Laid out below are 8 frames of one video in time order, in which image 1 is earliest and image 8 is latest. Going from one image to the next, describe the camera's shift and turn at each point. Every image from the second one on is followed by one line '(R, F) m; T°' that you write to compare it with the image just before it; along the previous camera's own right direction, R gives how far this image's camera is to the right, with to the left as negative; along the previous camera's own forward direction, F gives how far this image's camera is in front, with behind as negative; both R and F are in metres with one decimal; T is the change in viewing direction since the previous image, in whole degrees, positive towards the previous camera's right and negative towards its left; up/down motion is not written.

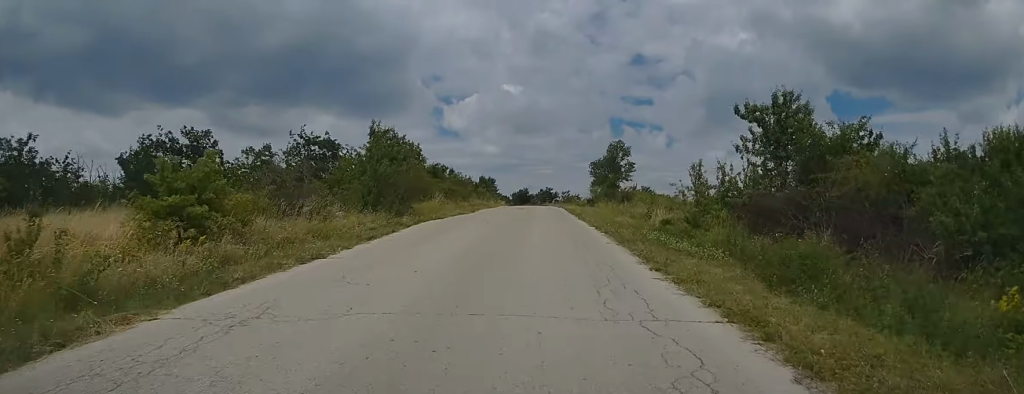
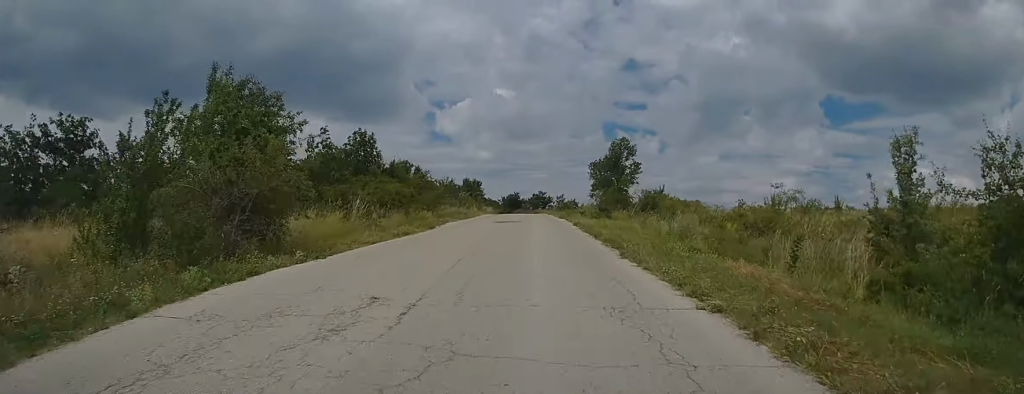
(+0.1, +16.9) m; 0°
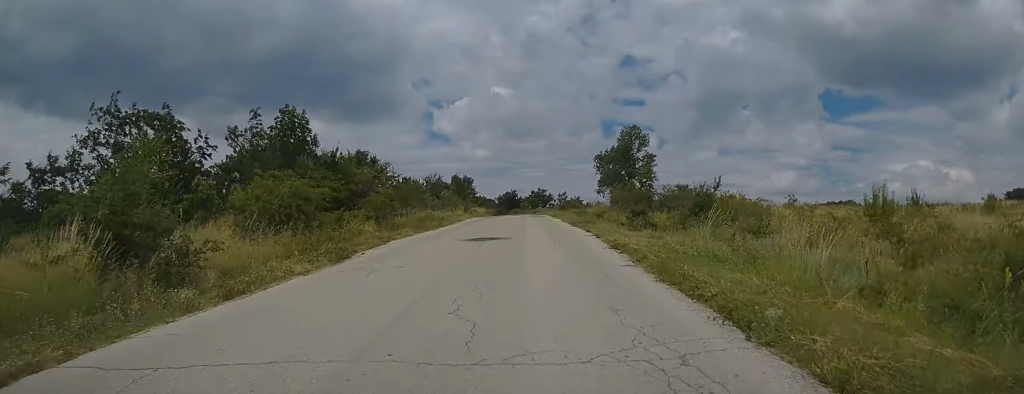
(-0.1, +14.7) m; -1°
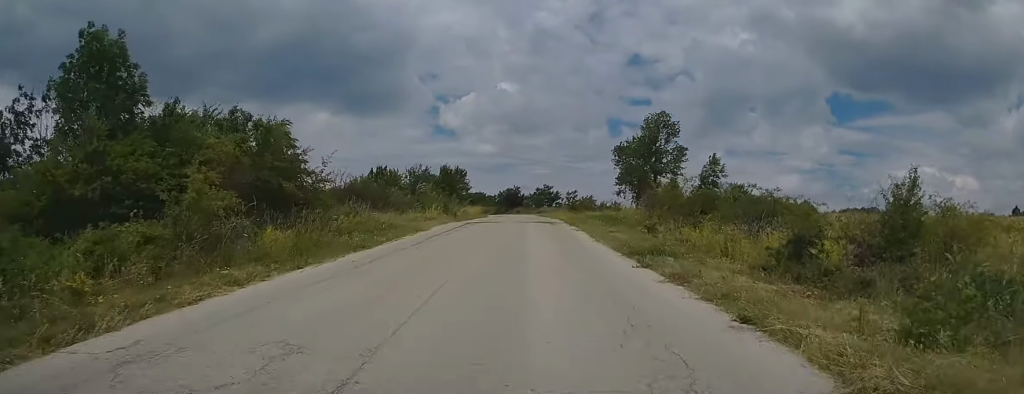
(0.0, +17.7) m; 0°
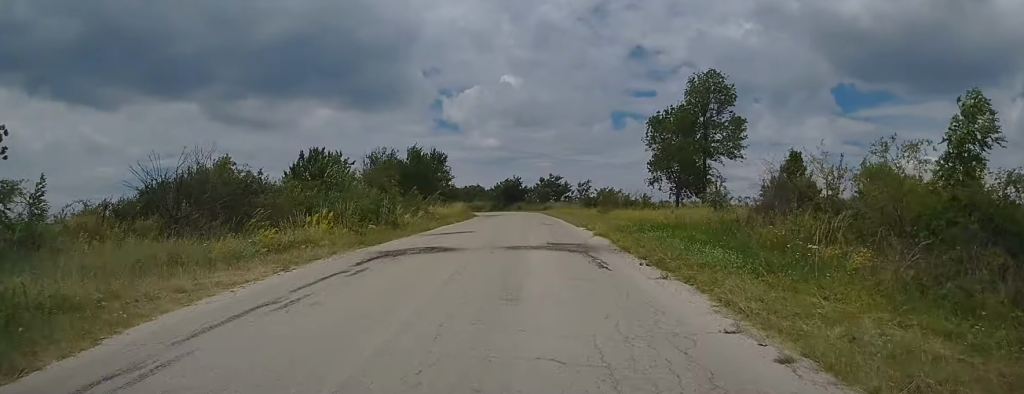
(+0.2, +22.8) m; 0°
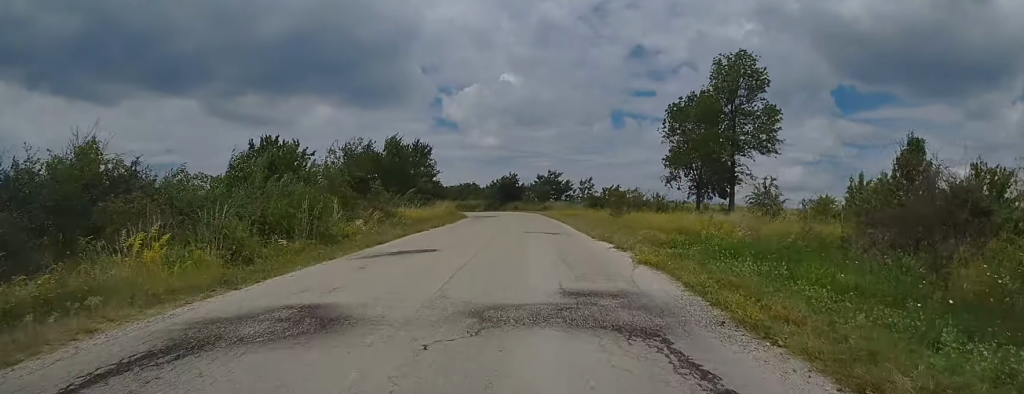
(+0.1, +9.0) m; 0°
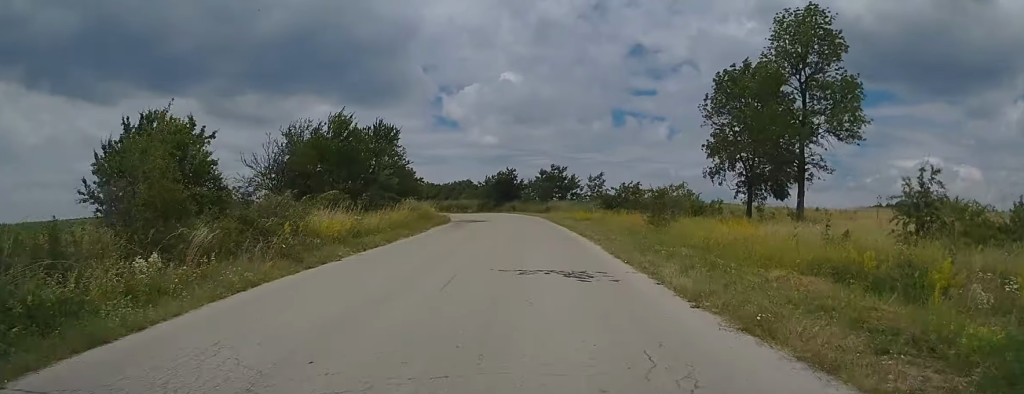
(-0.2, +13.6) m; 0°
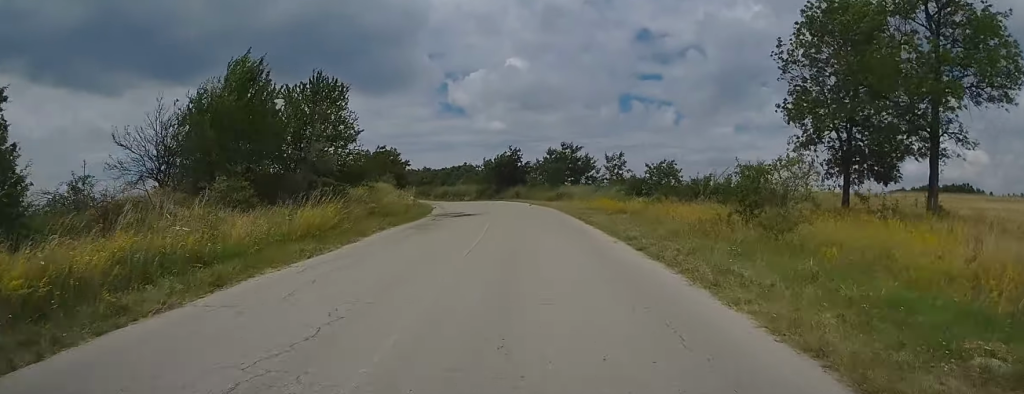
(0.0, +13.0) m; 0°
